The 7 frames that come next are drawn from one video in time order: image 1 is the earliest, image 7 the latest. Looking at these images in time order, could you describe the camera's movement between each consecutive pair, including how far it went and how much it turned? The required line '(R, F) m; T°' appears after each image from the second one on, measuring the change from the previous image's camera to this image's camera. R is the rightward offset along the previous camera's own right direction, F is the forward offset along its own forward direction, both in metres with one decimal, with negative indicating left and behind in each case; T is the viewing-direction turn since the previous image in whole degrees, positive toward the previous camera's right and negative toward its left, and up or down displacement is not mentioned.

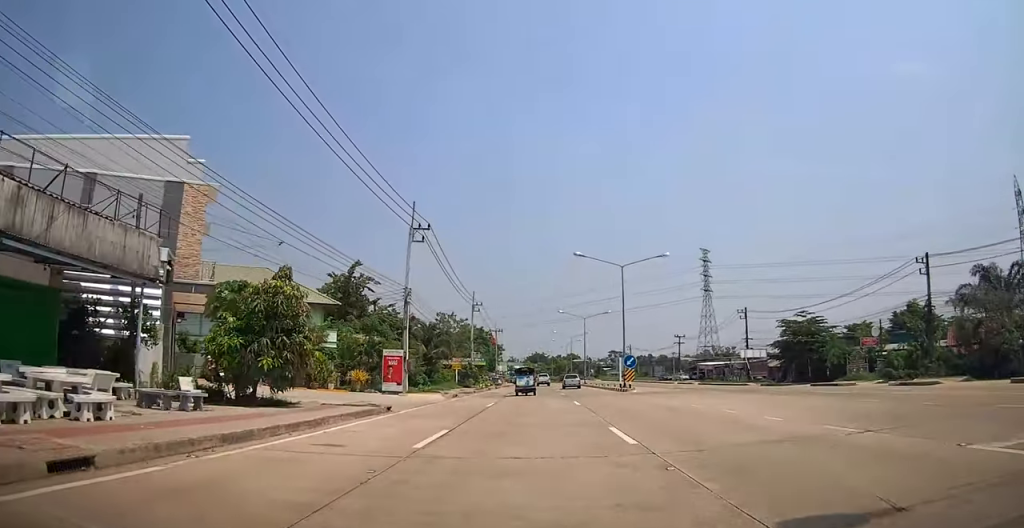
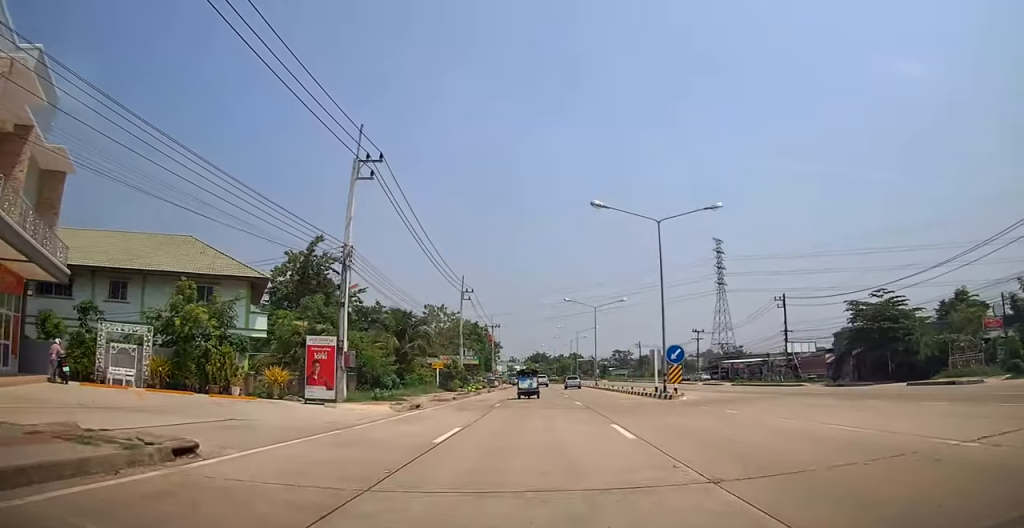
(0.0, +12.1) m; 0°
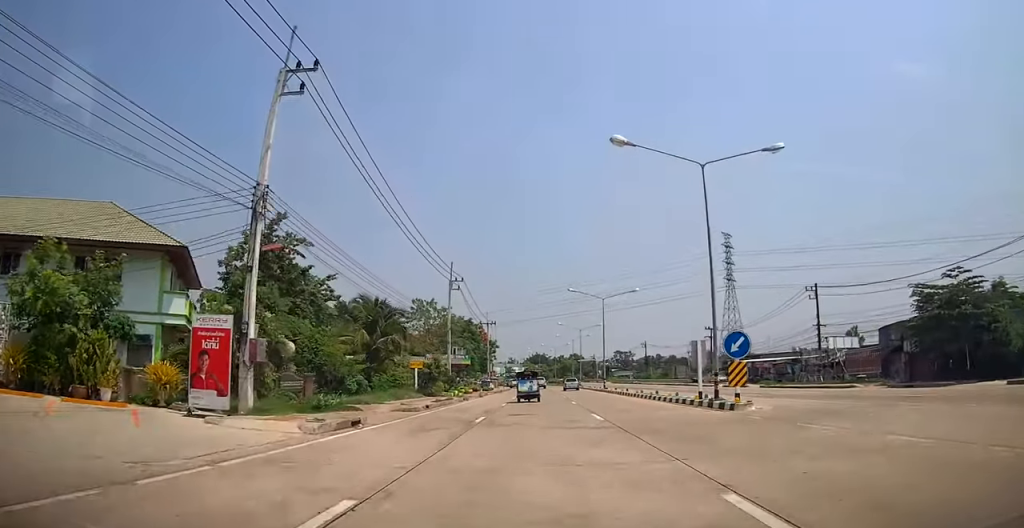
(0.0, +8.2) m; 0°
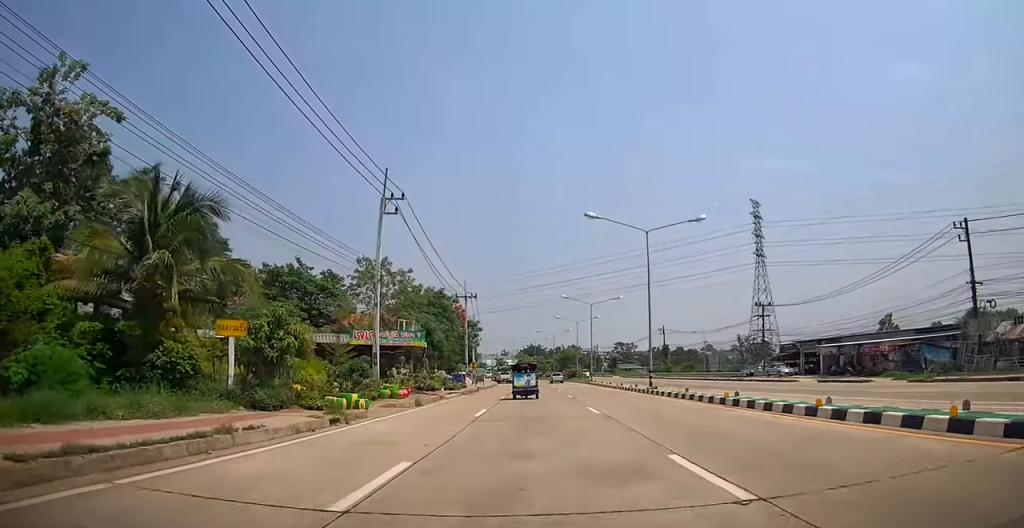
(-0.2, +23.6) m; 0°
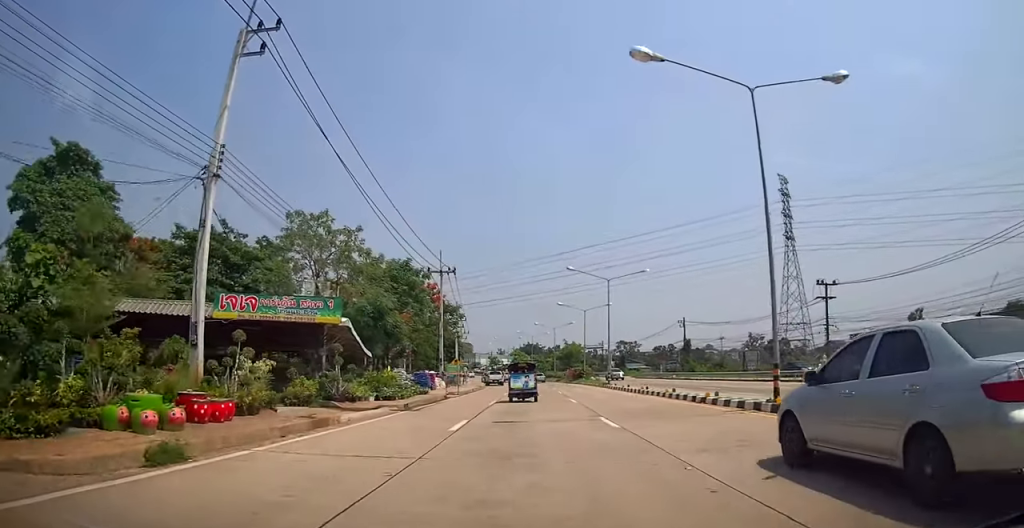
(0.0, +16.7) m; +3°
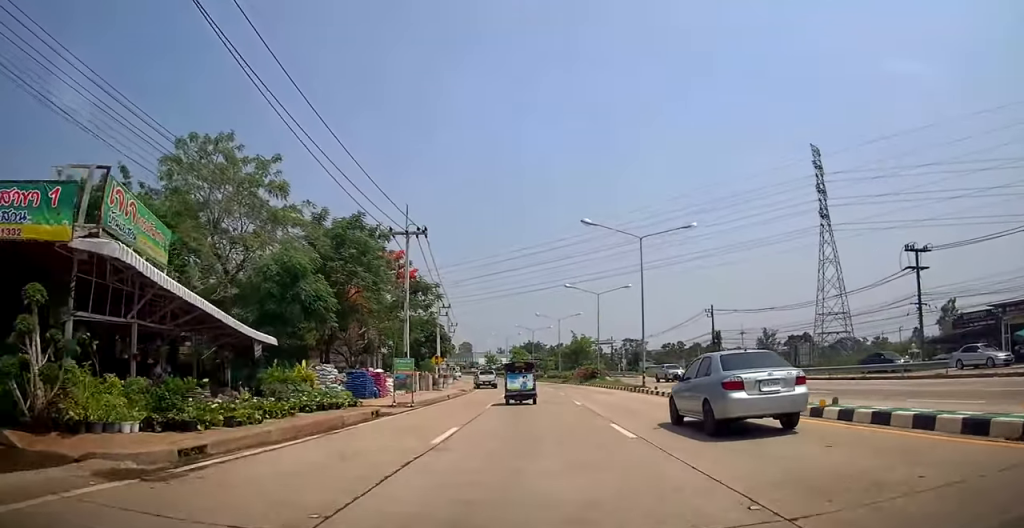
(+0.6, +14.5) m; 0°
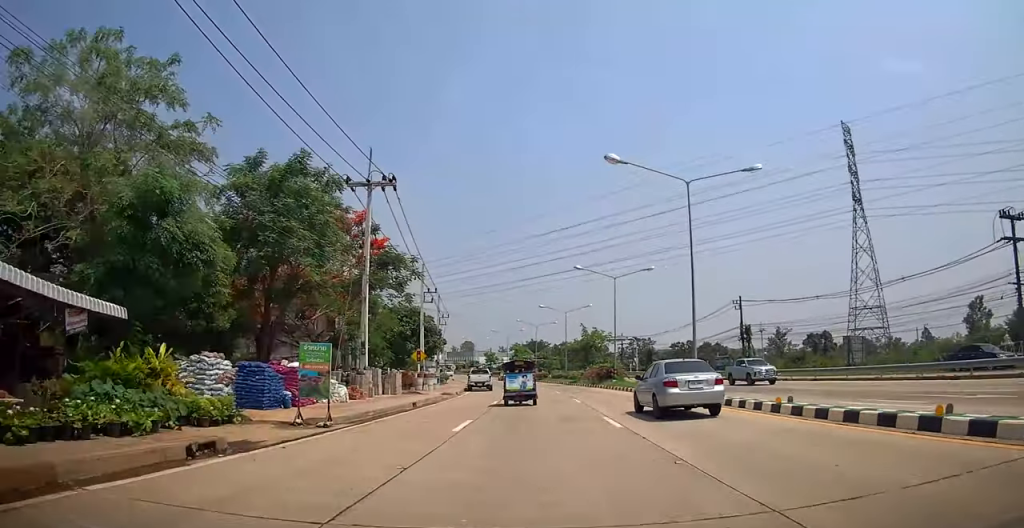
(-0.6, +10.1) m; -3°
